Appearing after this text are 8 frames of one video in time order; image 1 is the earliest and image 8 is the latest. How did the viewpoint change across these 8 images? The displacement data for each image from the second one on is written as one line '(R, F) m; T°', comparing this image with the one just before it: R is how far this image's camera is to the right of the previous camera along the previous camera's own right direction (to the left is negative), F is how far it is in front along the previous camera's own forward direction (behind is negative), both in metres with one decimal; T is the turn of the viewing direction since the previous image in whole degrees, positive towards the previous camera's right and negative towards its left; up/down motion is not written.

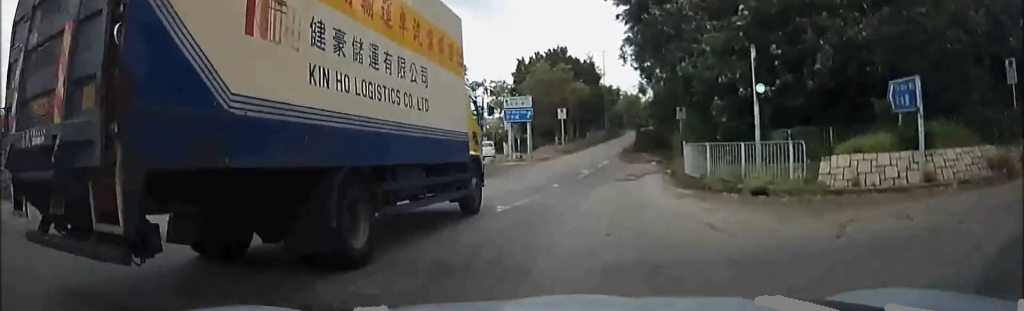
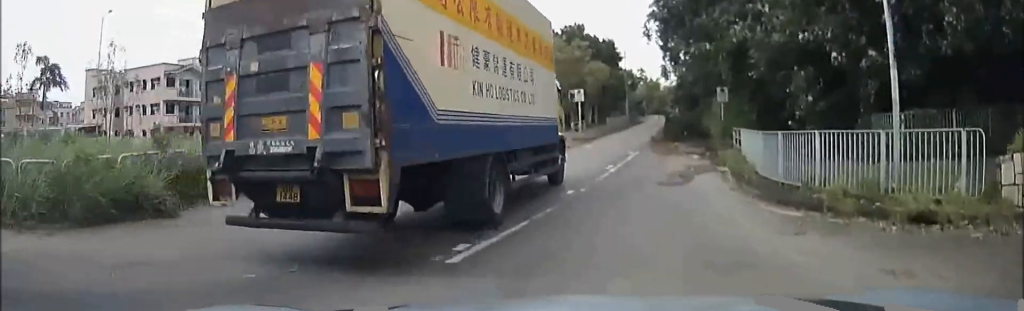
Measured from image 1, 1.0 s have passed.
(-0.2, +6.5) m; -2°
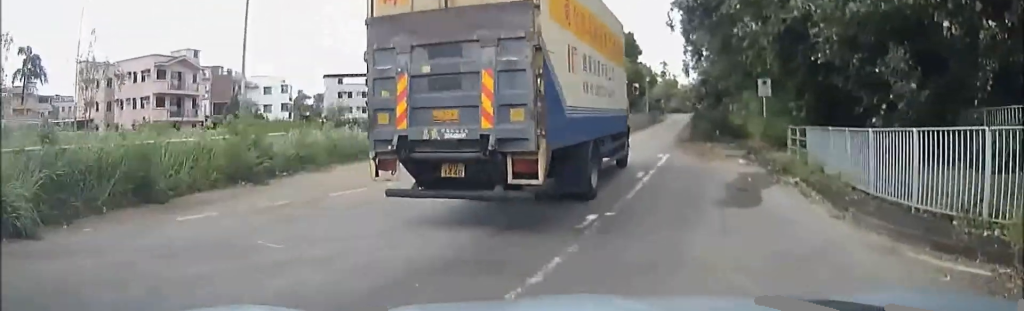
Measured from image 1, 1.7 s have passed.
(0.0, +4.6) m; +1°
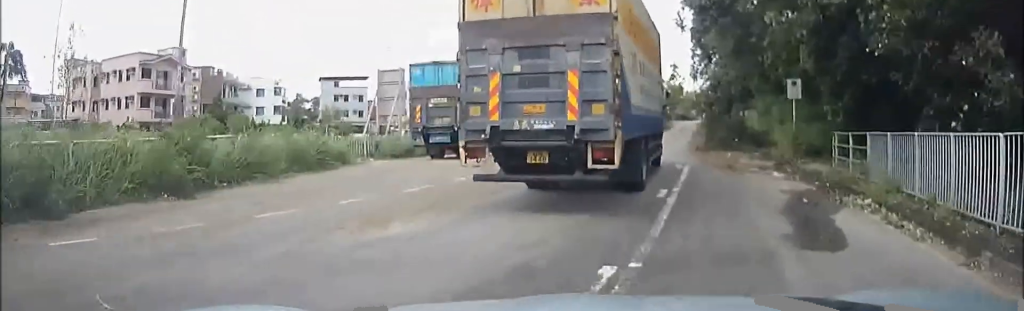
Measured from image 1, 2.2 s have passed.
(-0.1, +3.4) m; +1°
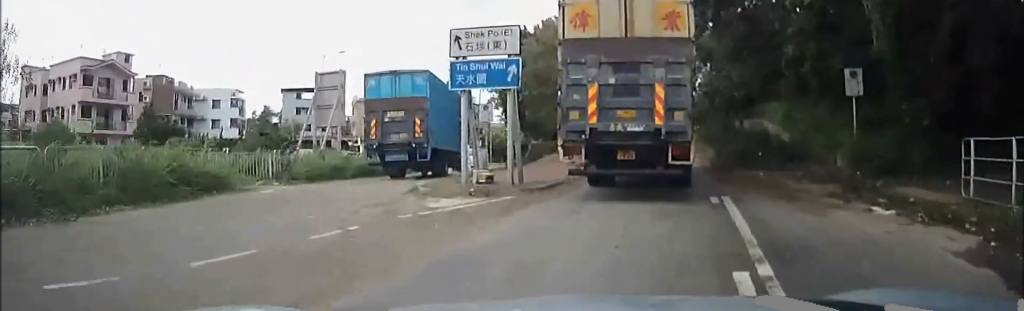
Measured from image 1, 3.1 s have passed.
(+0.3, +6.6) m; +7°
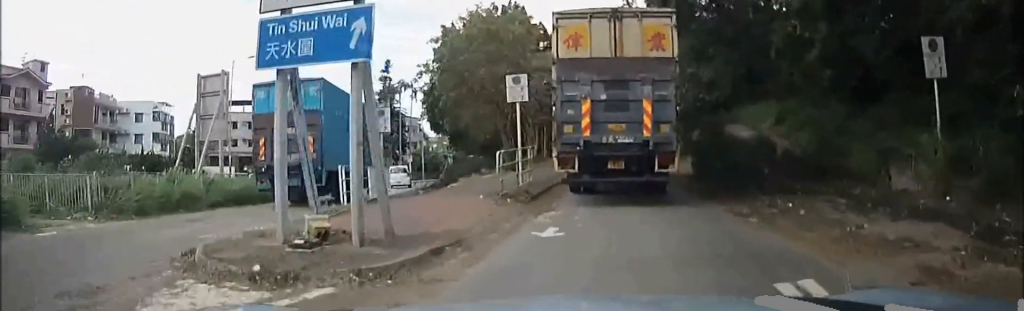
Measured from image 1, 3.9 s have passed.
(+0.5, +5.8) m; +2°
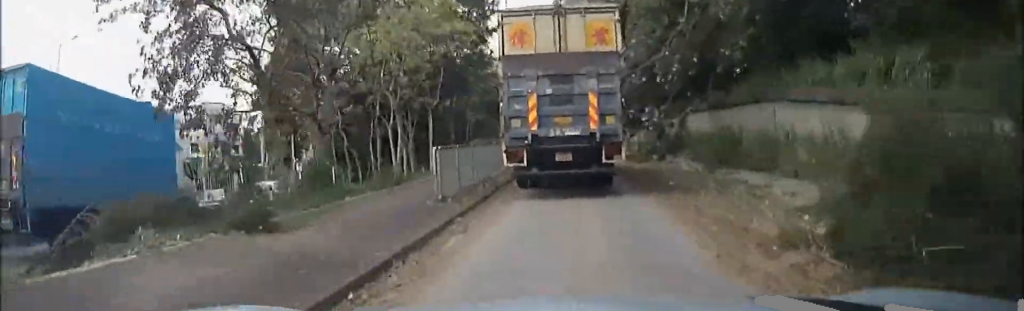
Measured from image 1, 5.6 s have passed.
(0.0, +15.7) m; +1°
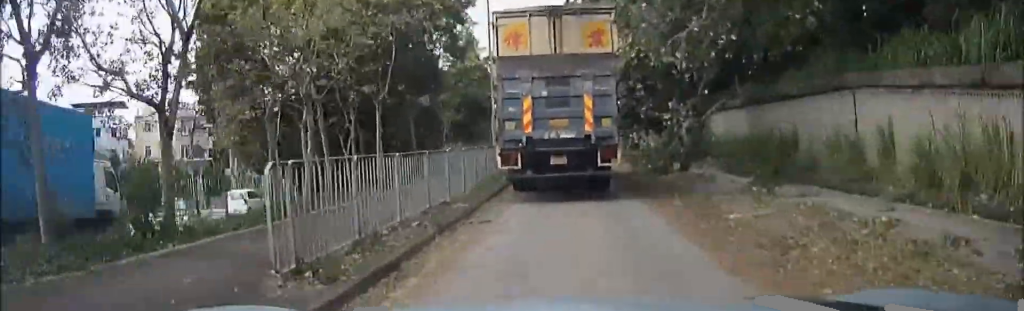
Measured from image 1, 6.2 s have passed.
(+0.1, +5.8) m; +1°
